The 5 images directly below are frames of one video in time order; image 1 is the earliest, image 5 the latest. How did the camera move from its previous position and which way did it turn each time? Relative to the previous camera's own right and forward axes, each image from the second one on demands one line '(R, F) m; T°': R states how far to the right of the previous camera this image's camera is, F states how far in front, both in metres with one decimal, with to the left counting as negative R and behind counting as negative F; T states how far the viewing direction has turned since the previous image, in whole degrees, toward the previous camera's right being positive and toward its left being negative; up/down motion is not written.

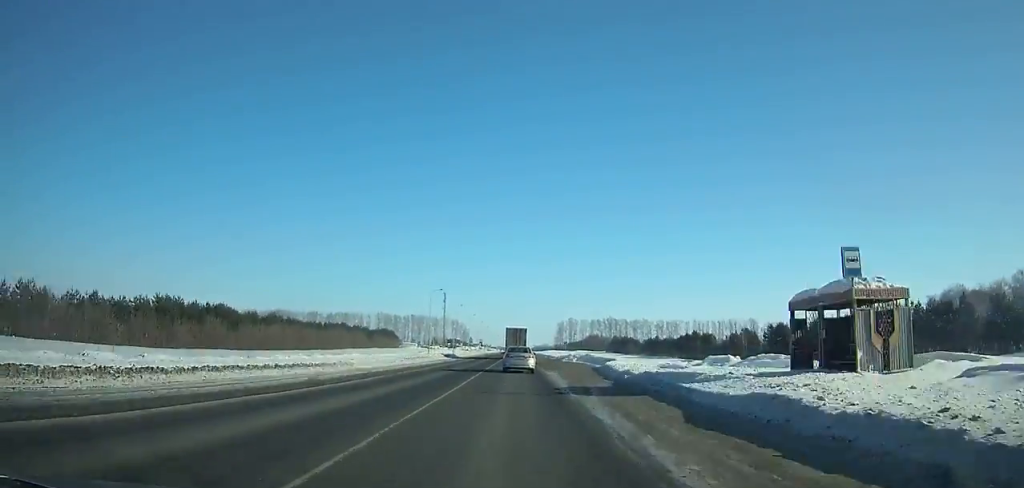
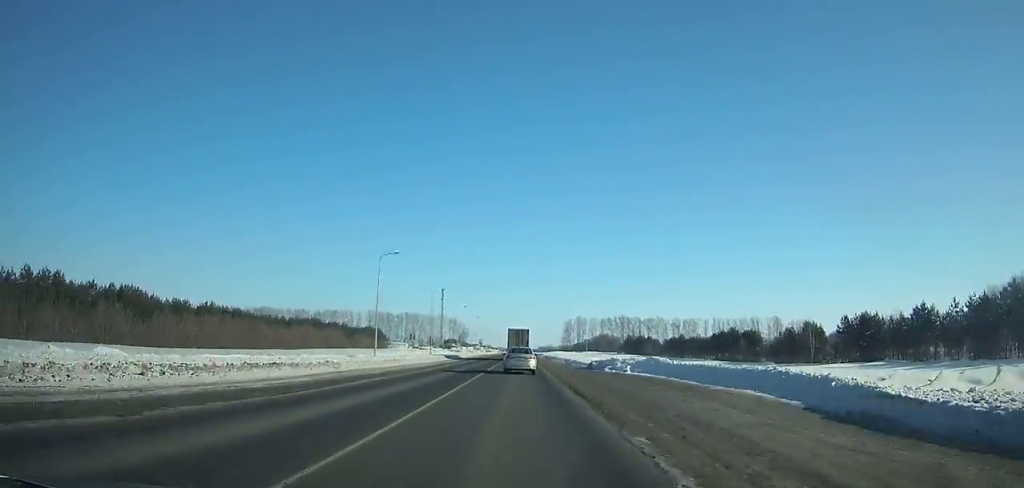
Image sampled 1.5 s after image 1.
(-0.1, +33.2) m; 0°
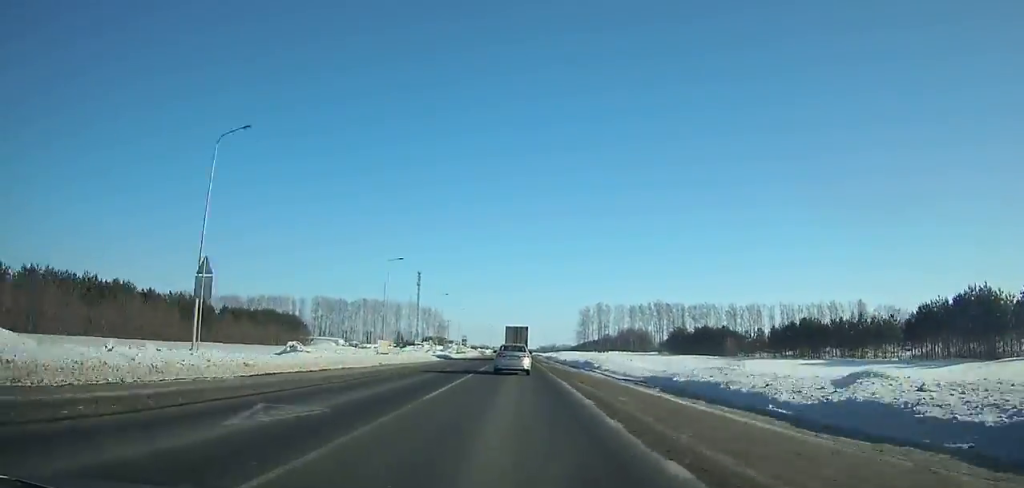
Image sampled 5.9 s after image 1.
(-0.3, +96.5) m; 0°
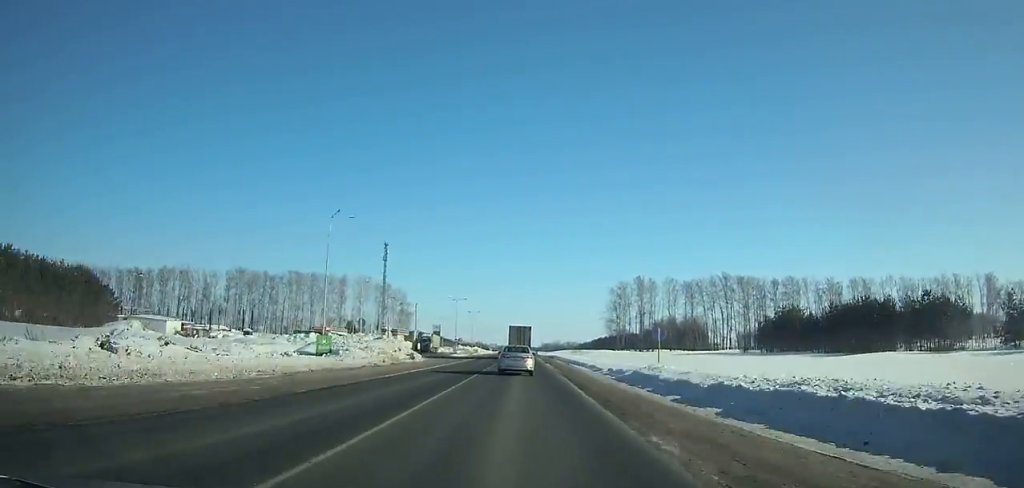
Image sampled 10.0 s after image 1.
(0.0, +88.6) m; 0°
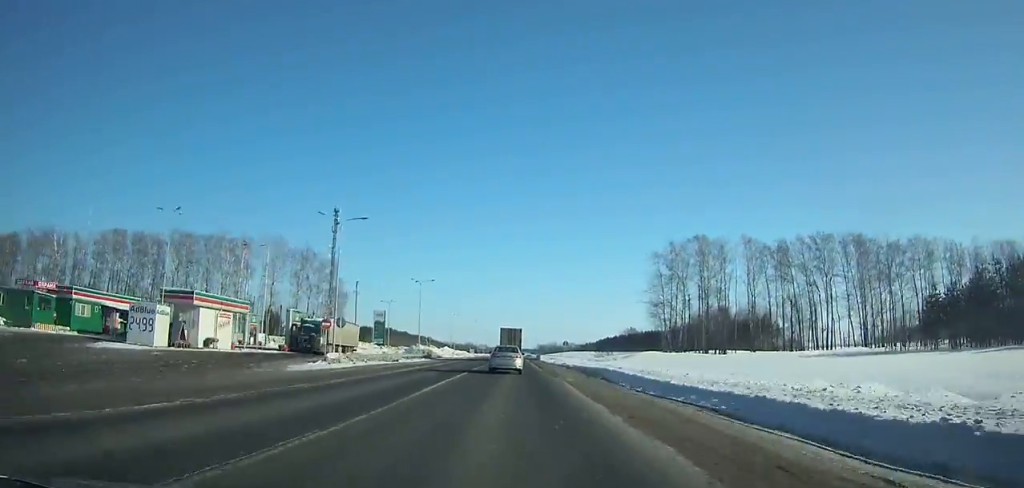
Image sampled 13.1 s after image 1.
(+0.3, +67.1) m; 0°
